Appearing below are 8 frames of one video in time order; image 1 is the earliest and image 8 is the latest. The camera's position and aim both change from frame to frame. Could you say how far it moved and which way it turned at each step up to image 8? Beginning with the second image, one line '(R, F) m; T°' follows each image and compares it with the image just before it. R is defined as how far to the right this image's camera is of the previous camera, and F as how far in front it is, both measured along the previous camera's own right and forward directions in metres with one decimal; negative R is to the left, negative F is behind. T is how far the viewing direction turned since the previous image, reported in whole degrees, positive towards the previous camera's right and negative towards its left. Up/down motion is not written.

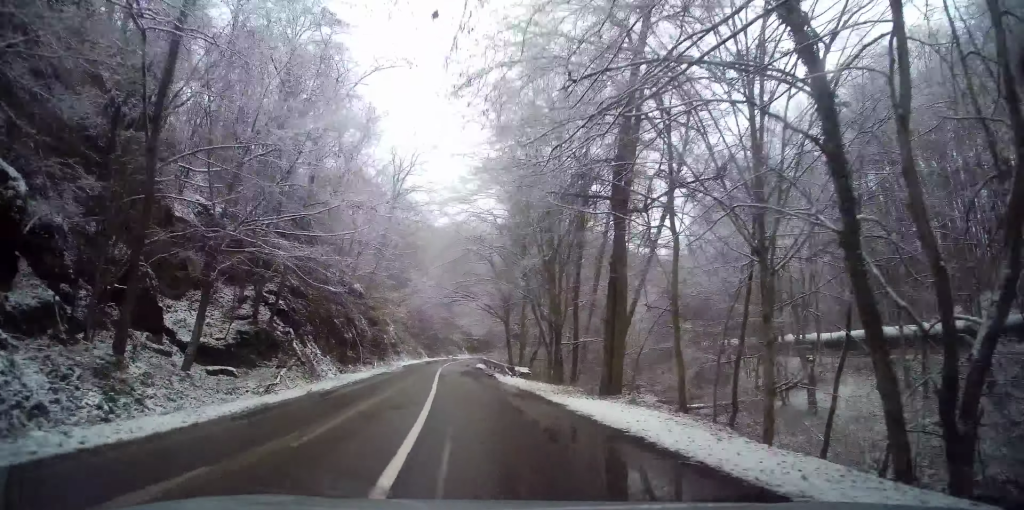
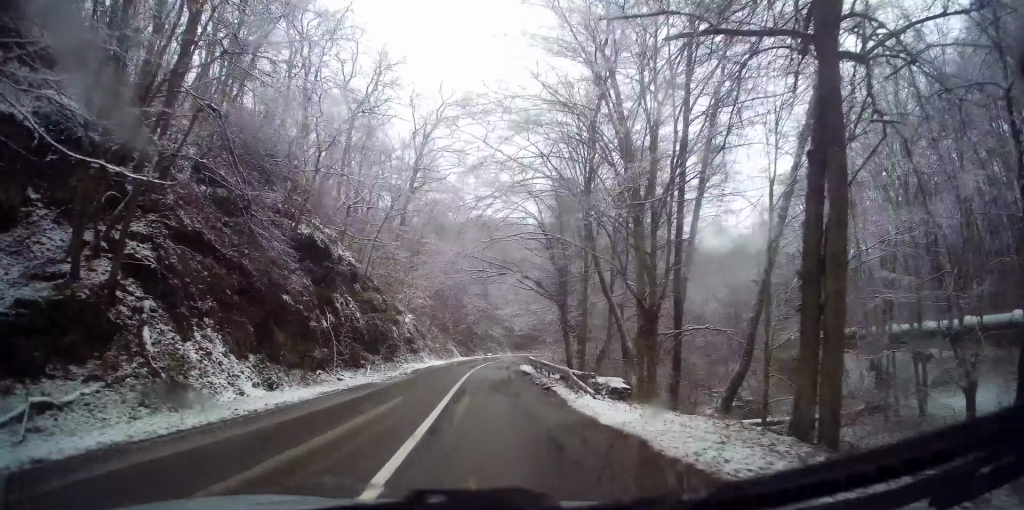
(-0.6, +12.5) m; -4°
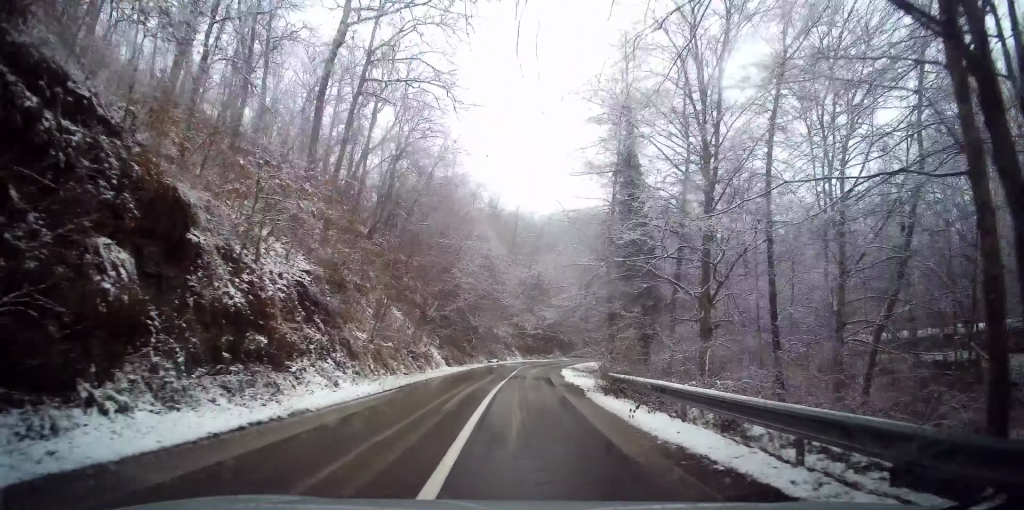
(-1.2, +27.5) m; -3°
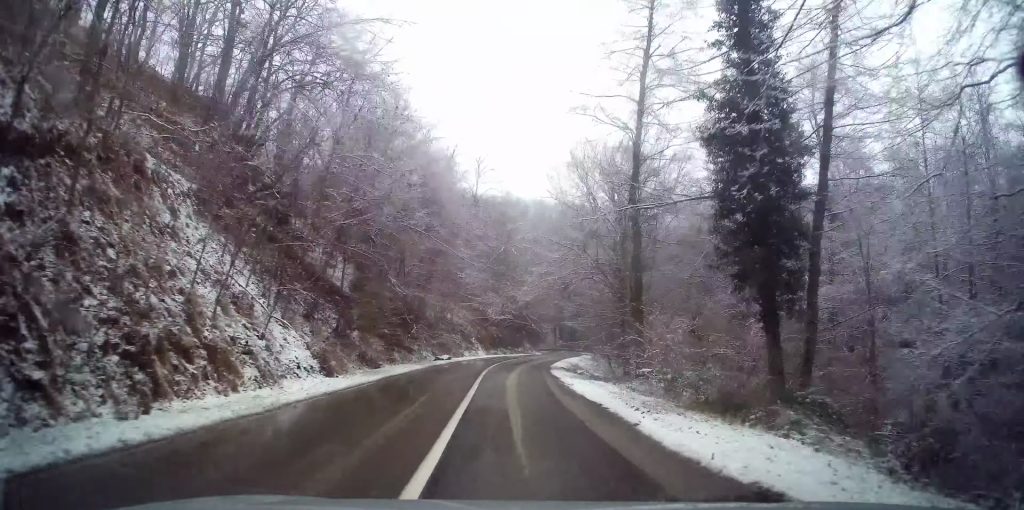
(+0.6, +20.5) m; +5°
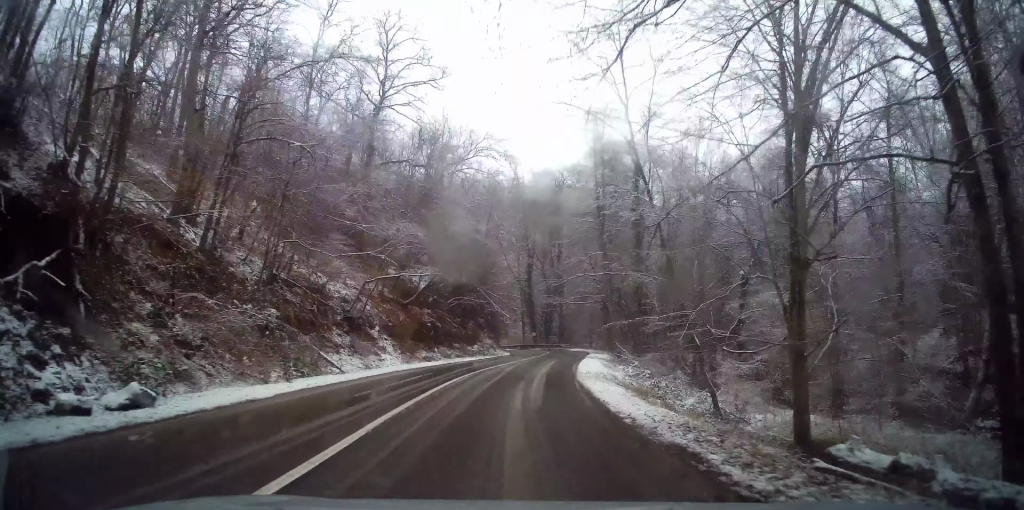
(+2.4, +33.5) m; +8°
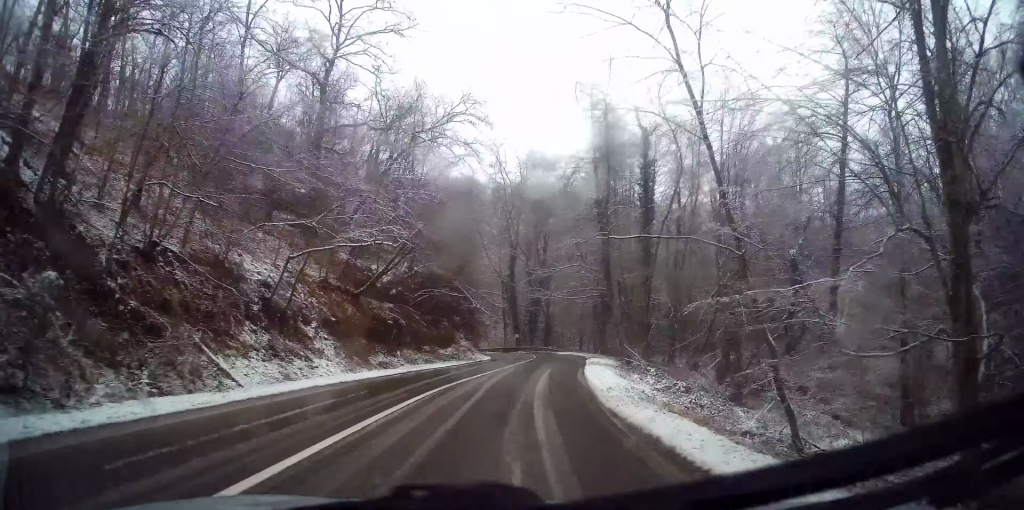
(0.0, +7.4) m; +2°
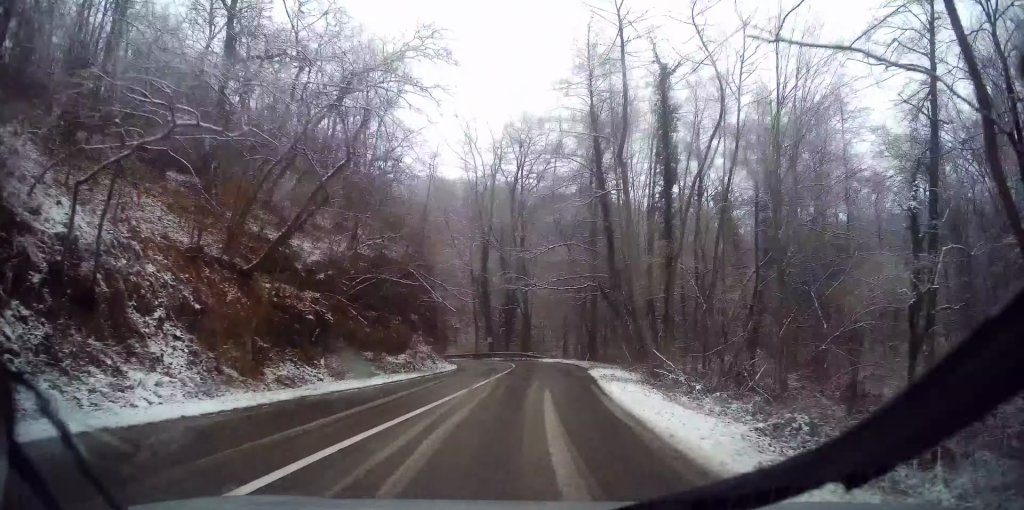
(+0.5, +9.2) m; +3°
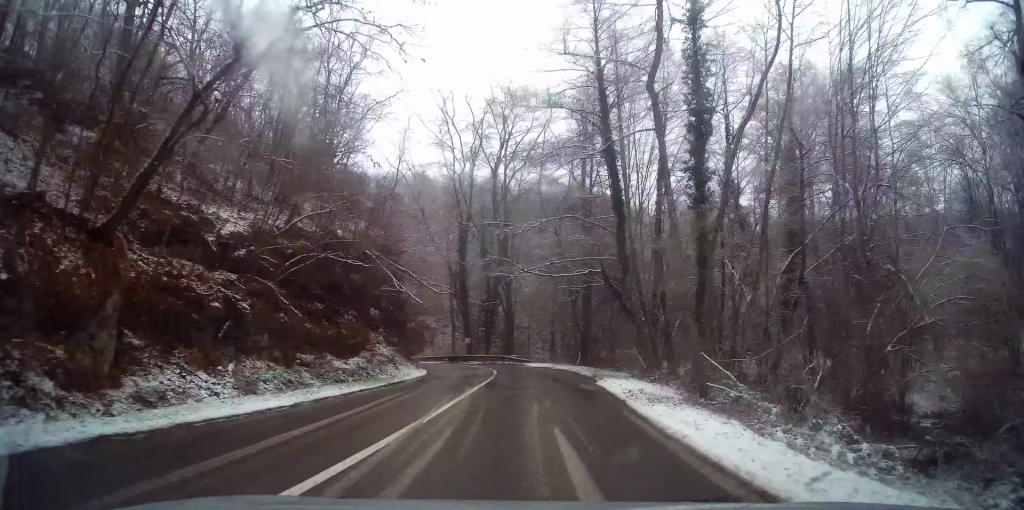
(+0.1, +6.2) m; +1°
